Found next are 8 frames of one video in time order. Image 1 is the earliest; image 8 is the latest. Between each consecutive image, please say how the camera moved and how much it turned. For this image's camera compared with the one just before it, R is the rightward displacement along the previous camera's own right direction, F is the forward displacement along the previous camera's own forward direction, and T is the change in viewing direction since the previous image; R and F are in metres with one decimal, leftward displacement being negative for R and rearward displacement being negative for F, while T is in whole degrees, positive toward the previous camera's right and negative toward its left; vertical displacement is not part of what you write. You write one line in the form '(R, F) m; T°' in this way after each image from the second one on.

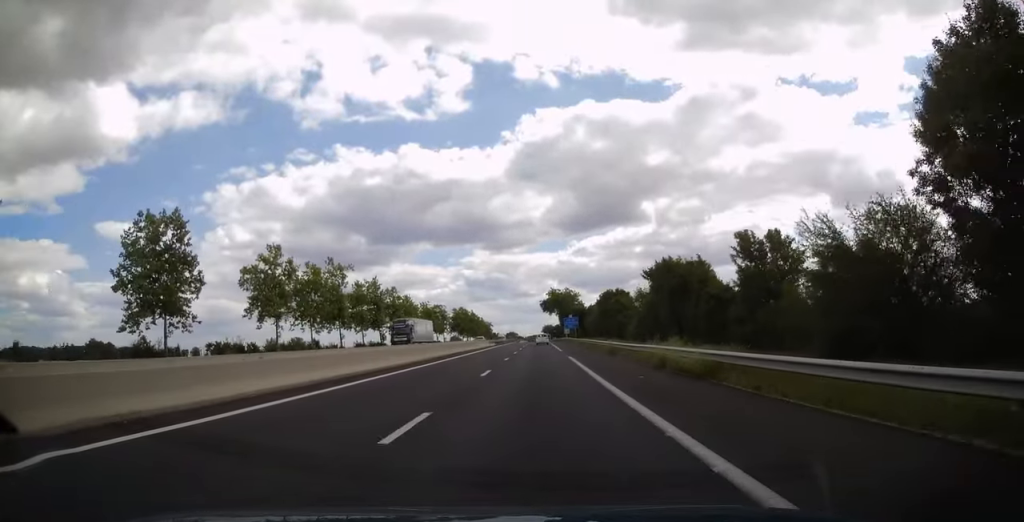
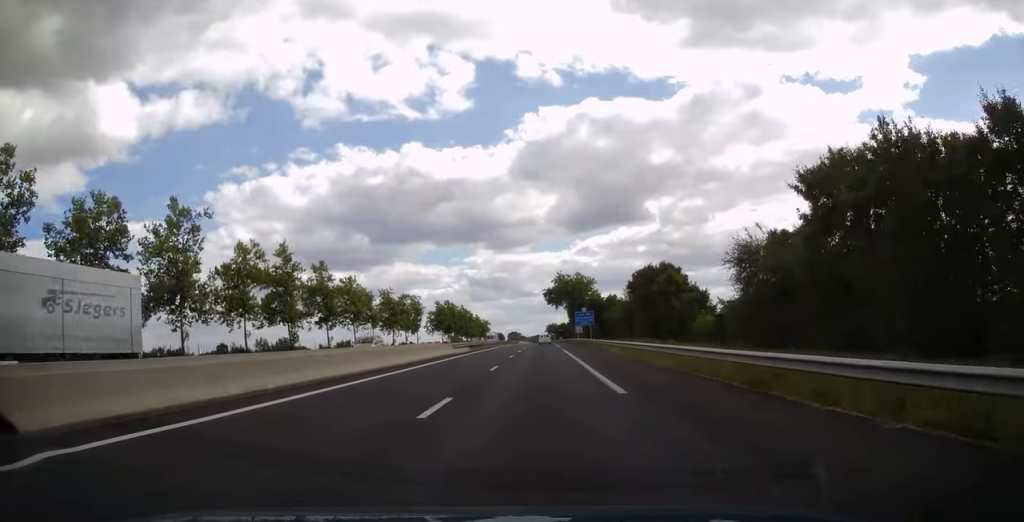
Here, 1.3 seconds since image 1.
(-0.2, +37.2) m; 0°
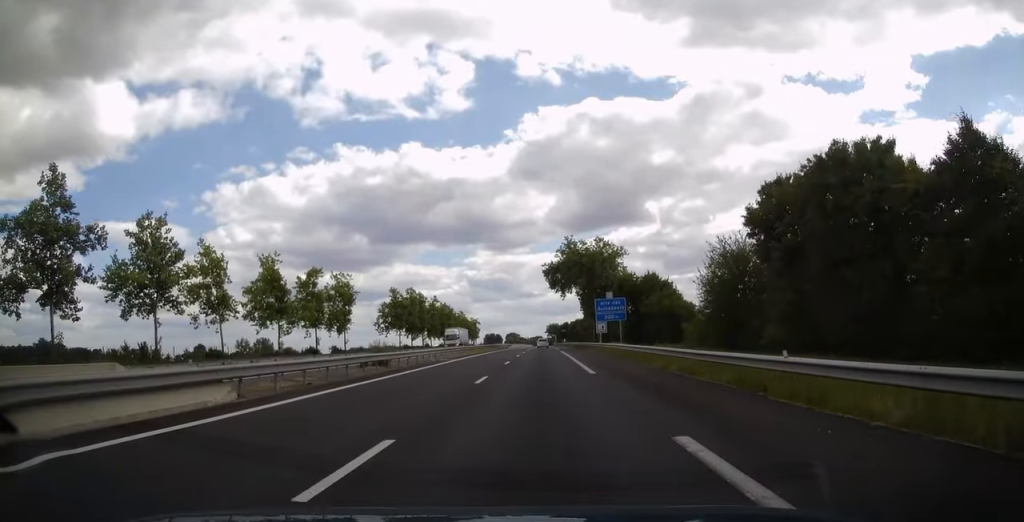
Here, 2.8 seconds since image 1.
(+0.1, +44.5) m; 0°
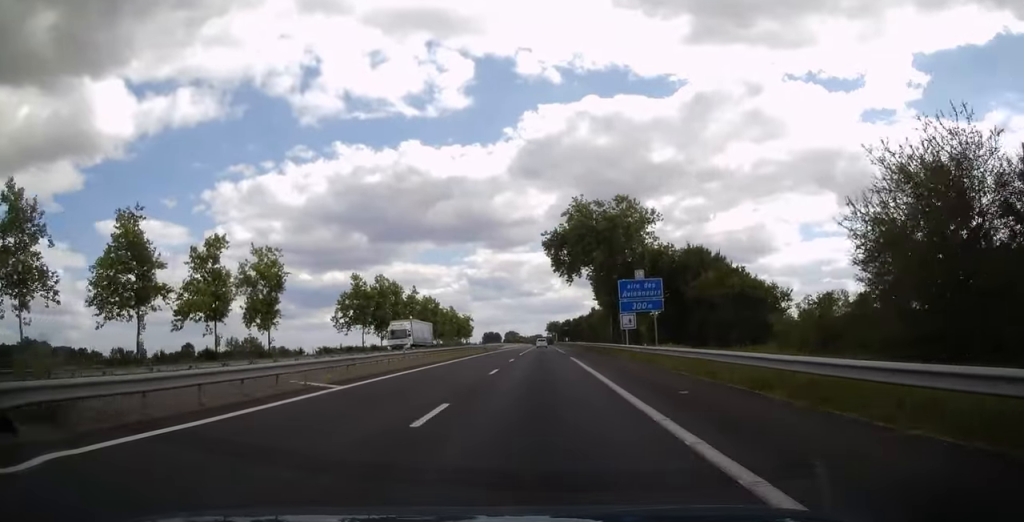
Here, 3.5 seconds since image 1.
(-0.1, +22.0) m; 0°
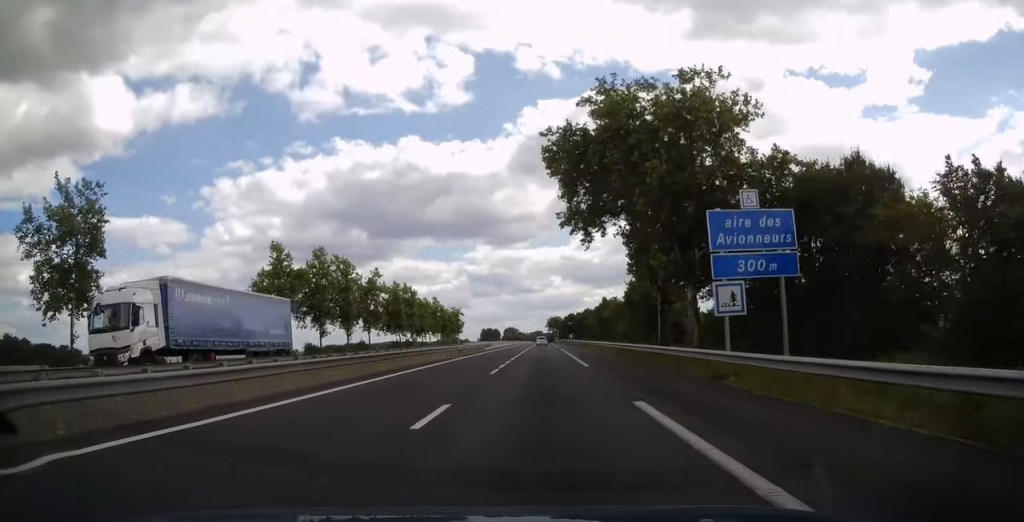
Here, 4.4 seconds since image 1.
(0.0, +26.5) m; 0°
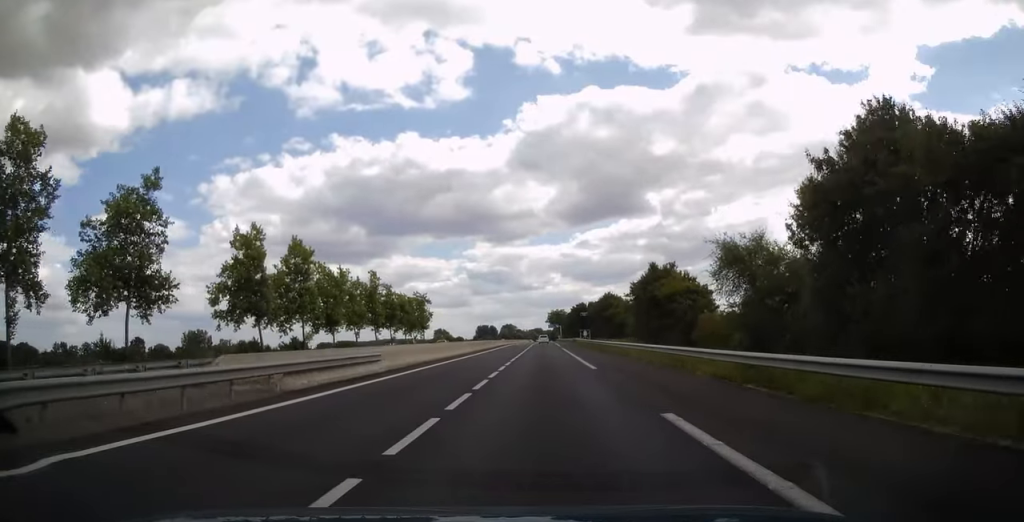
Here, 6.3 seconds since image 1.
(+0.2, +54.6) m; 0°
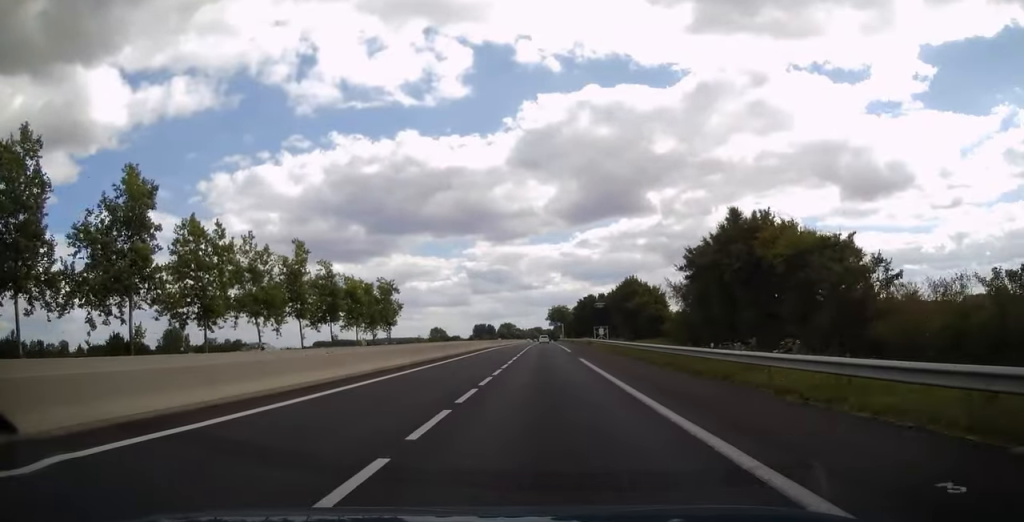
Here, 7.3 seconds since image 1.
(-0.2, +29.6) m; 0°
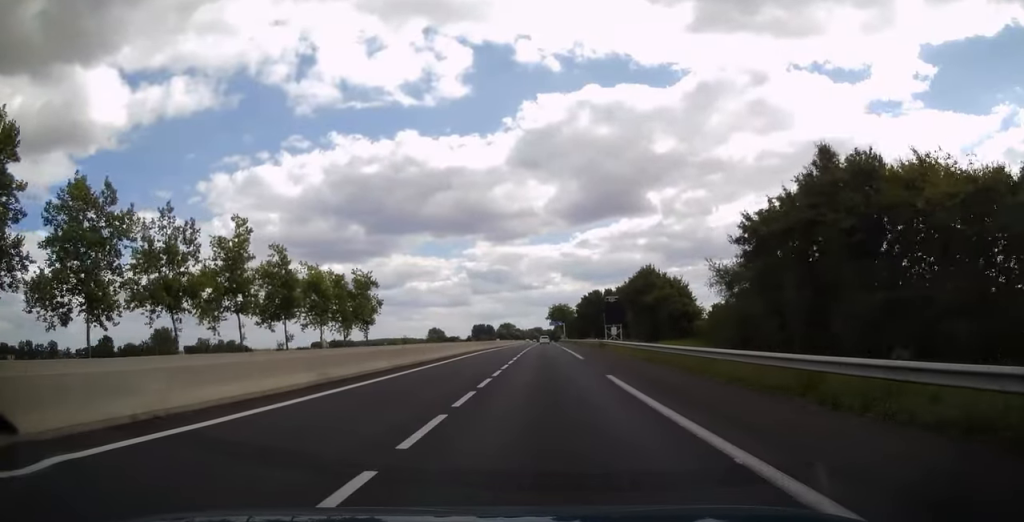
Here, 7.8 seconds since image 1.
(+0.1, +13.8) m; 0°
